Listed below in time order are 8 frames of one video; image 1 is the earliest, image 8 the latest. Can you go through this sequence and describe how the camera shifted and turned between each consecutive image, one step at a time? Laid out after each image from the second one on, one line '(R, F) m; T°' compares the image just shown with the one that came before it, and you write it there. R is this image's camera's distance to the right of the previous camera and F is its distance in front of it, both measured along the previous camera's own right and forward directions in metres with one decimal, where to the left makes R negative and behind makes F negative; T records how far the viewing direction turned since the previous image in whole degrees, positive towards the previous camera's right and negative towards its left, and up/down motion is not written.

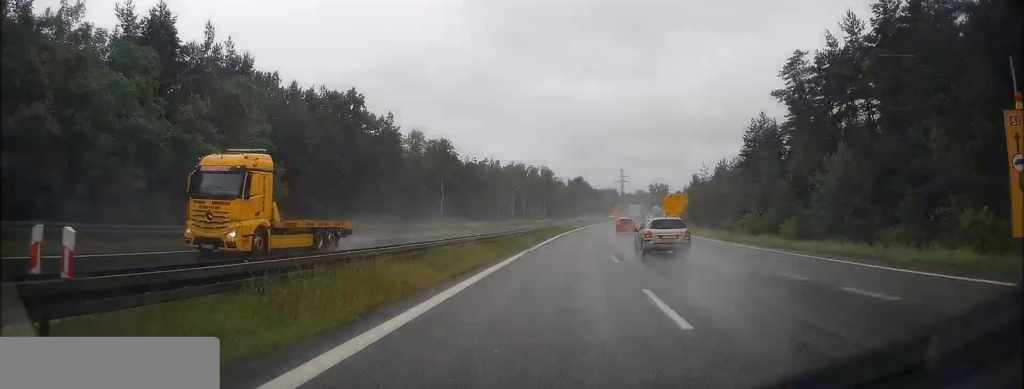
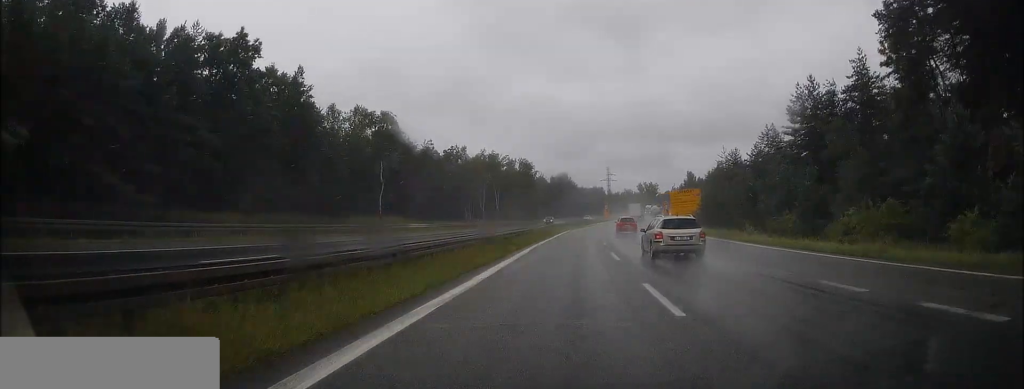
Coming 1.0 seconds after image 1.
(+0.3, +22.9) m; +2°
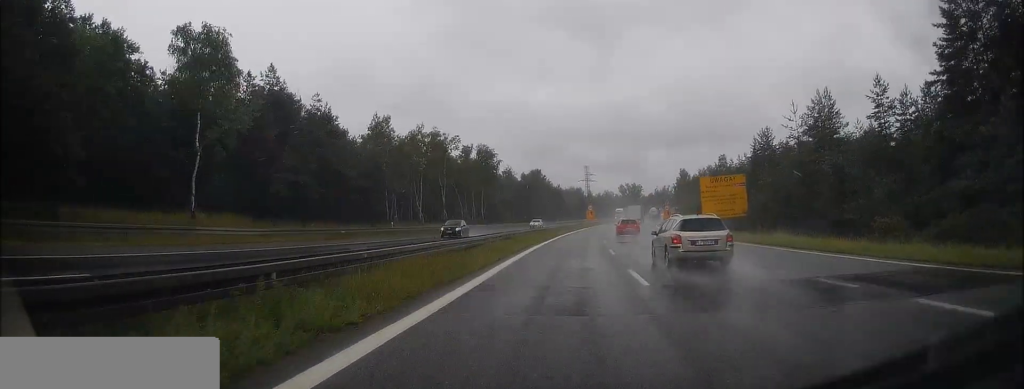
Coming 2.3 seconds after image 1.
(+0.7, +32.3) m; +2°
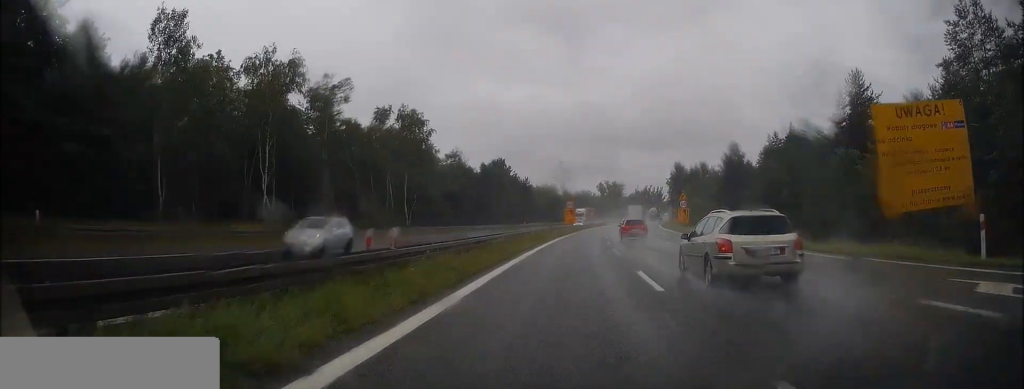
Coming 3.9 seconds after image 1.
(+0.7, +36.8) m; +3°
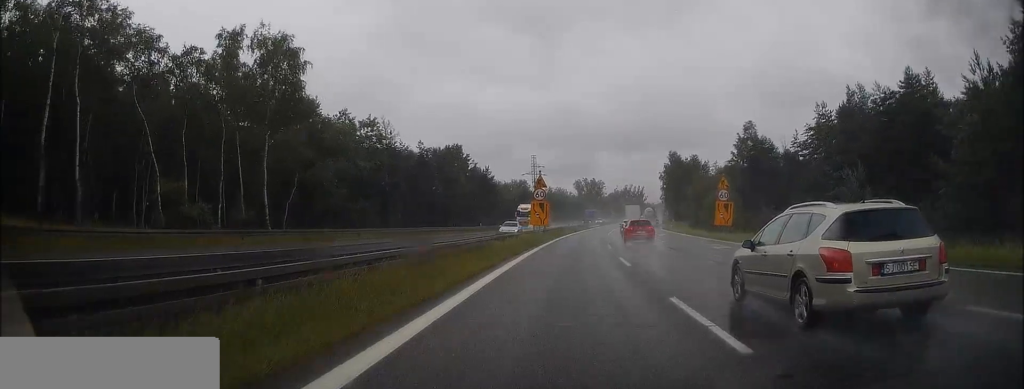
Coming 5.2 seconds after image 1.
(+0.6, +29.6) m; +2°
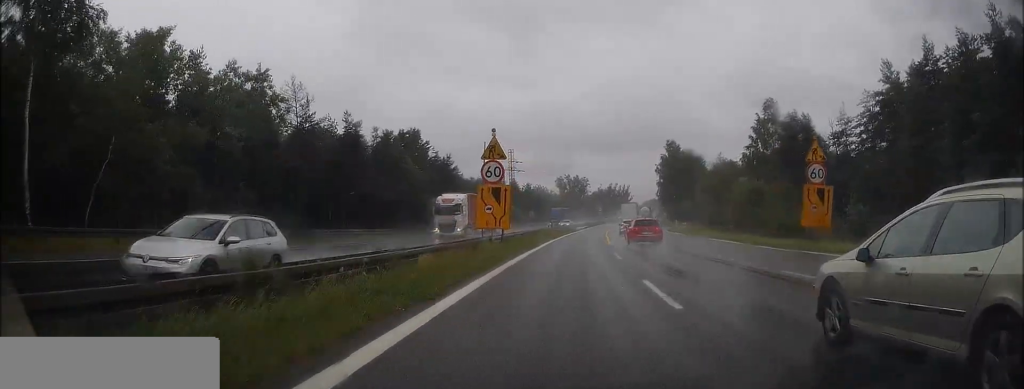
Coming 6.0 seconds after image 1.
(+0.1, +20.2) m; +2°
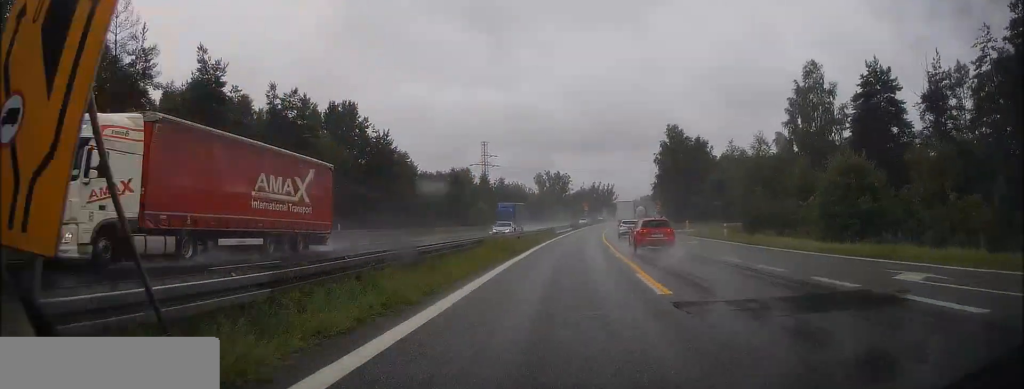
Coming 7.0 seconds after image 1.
(+0.5, +22.3) m; +2°
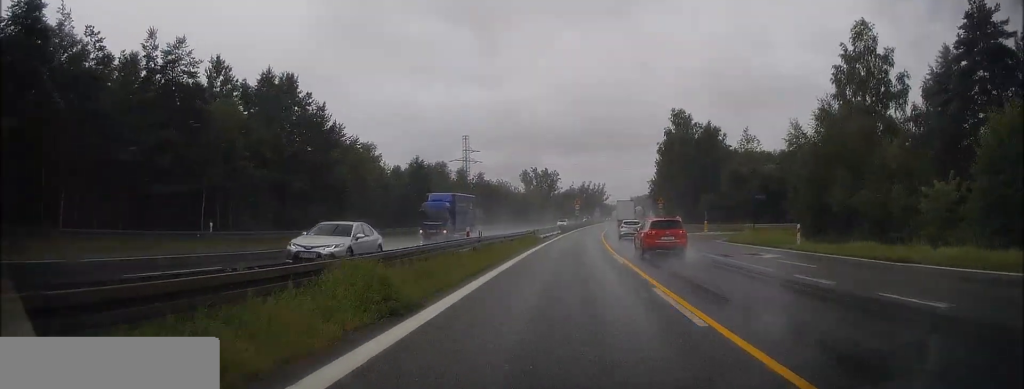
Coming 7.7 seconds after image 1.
(+0.1, +15.1) m; +1°
